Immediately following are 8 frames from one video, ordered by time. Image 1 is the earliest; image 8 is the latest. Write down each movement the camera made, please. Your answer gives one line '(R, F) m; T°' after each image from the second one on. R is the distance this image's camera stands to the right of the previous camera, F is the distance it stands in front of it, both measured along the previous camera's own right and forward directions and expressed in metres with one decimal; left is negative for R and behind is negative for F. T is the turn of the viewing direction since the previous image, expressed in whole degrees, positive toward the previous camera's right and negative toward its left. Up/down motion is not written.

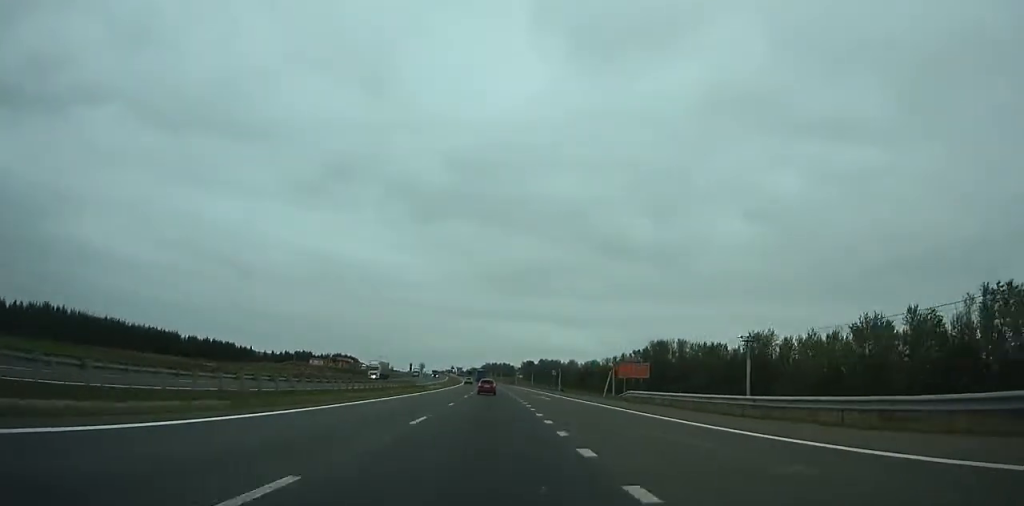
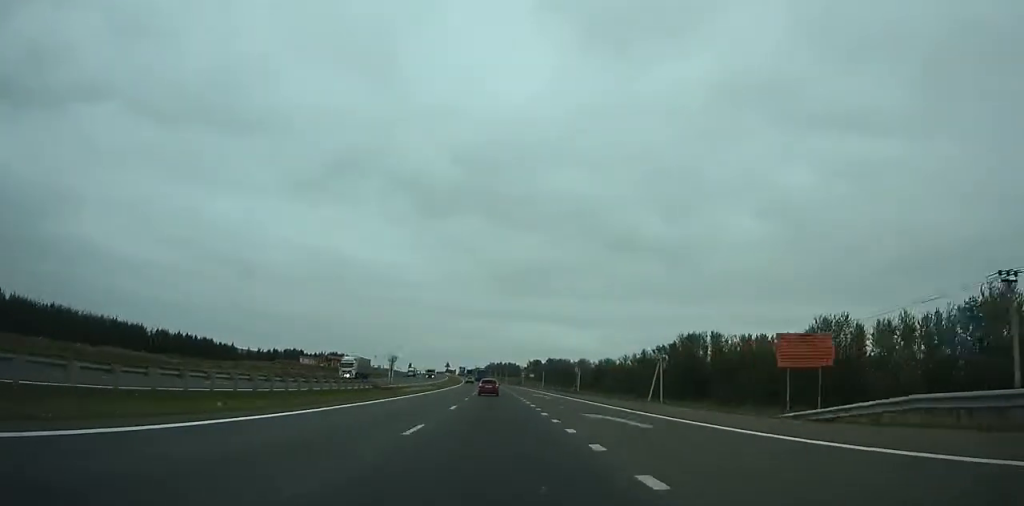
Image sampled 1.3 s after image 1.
(-0.3, +26.6) m; 0°
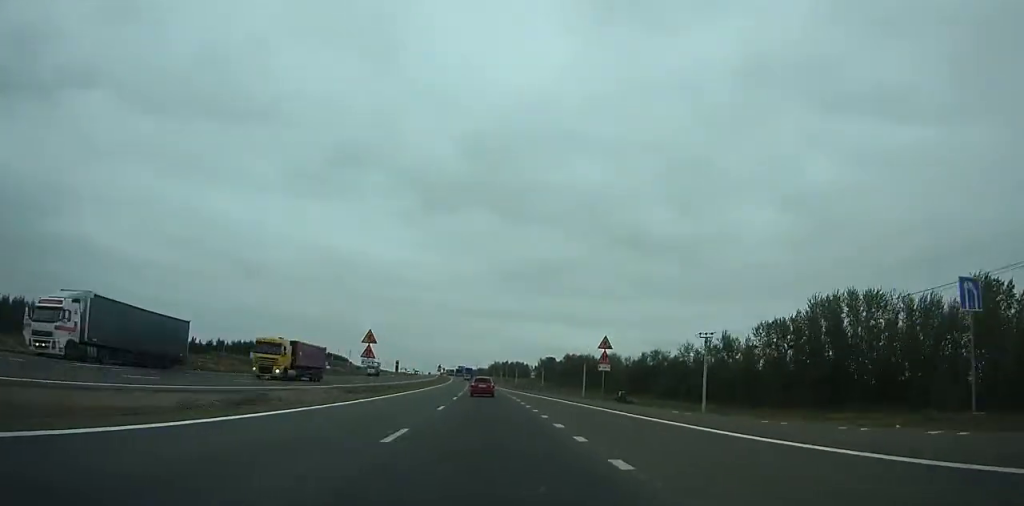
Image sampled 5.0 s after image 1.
(-0.7, +72.7) m; -1°
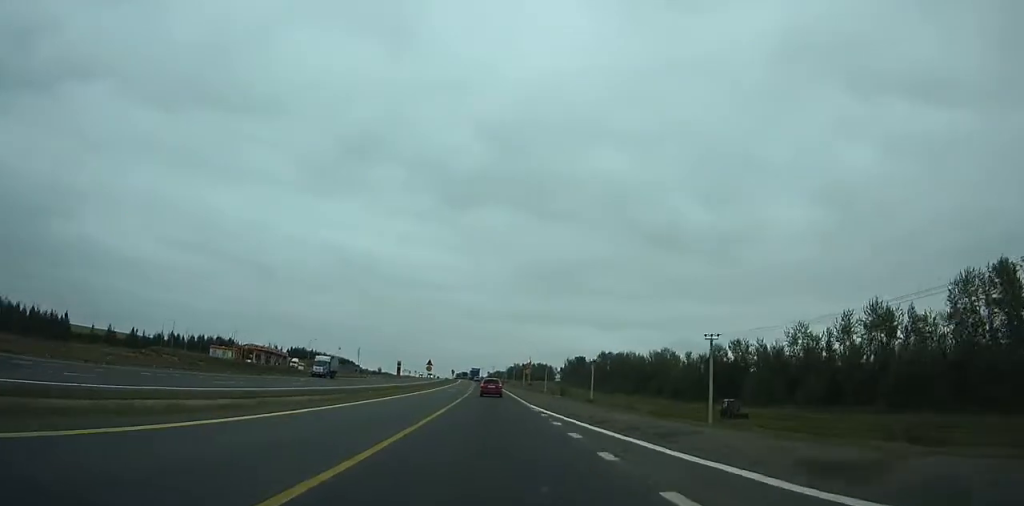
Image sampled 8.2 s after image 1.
(-0.5, +57.8) m; -1°
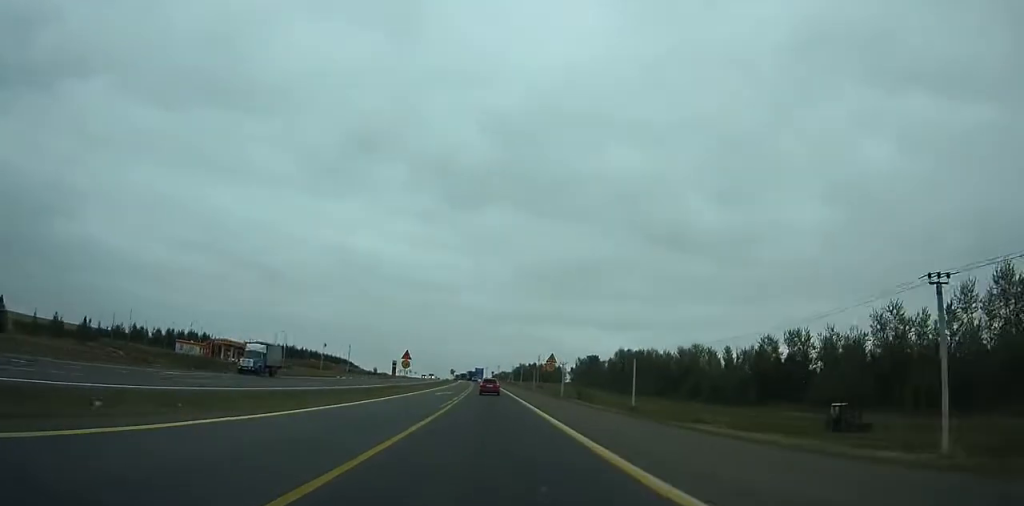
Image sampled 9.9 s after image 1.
(-0.2, +29.1) m; -1°
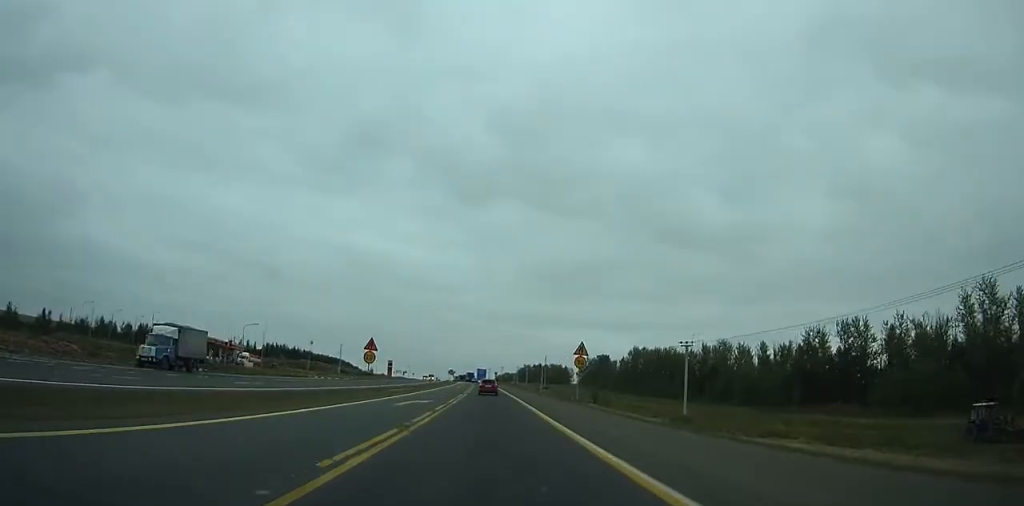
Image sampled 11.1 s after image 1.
(-0.2, +19.9) m; 0°
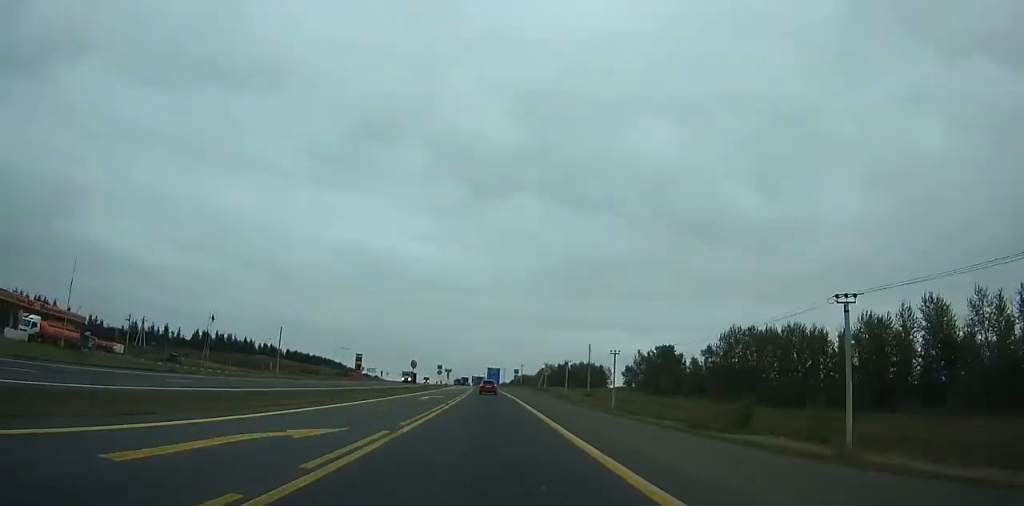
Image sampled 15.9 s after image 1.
(-0.9, +78.4) m; -1°
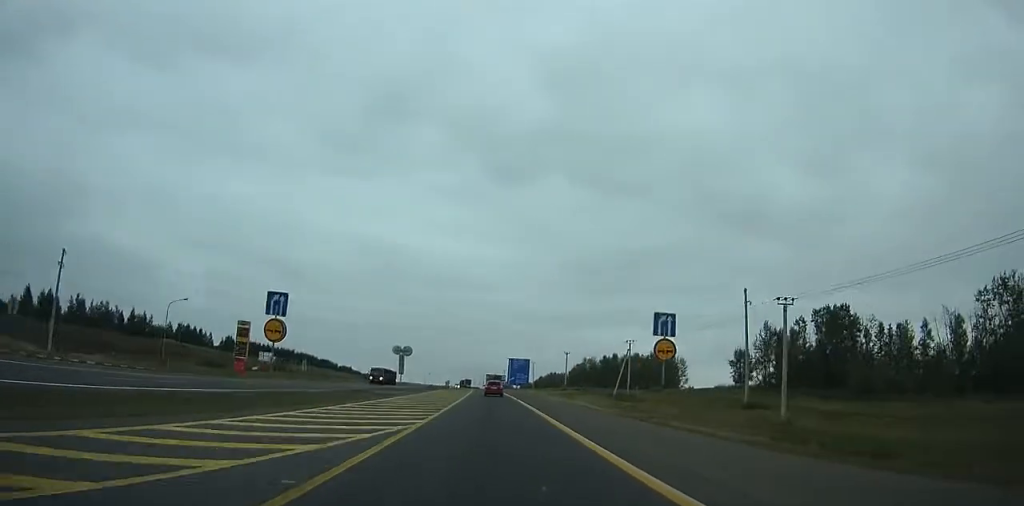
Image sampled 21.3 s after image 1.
(-0.9, +88.3) m; -2°
